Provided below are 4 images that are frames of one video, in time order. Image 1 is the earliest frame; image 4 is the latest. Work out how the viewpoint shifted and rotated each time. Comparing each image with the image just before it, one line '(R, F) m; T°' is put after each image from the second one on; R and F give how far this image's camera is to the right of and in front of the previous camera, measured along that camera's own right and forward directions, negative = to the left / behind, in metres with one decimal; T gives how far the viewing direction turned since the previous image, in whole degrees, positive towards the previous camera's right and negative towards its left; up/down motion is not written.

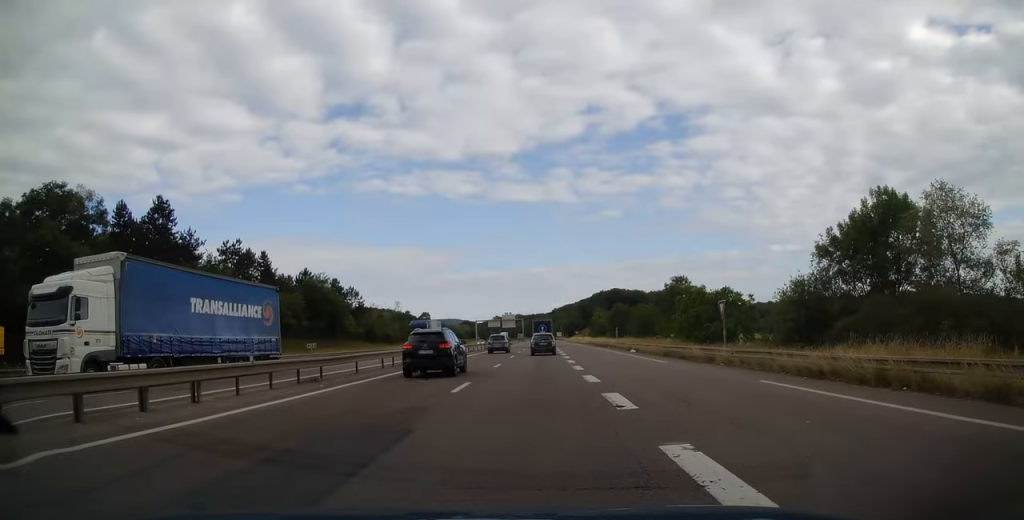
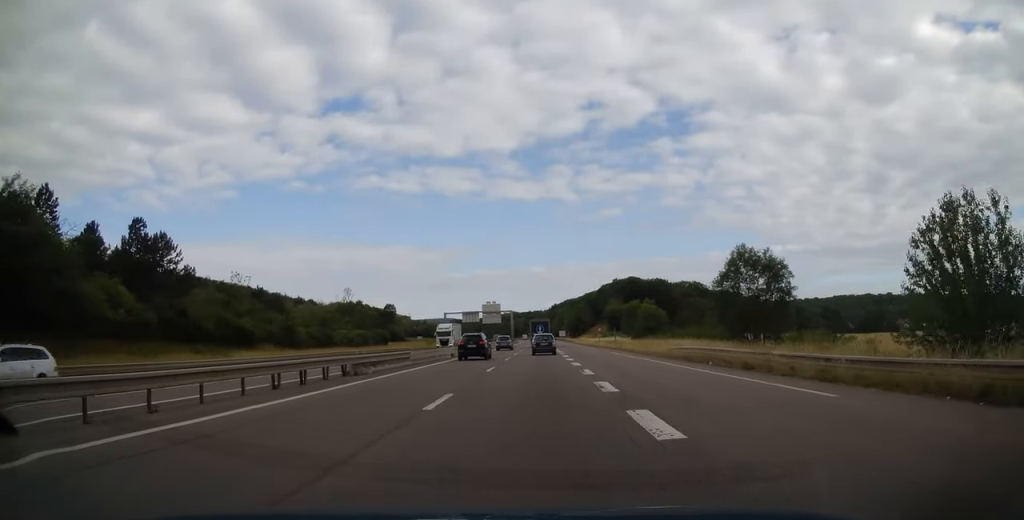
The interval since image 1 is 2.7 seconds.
(-0.2, +68.2) m; 0°
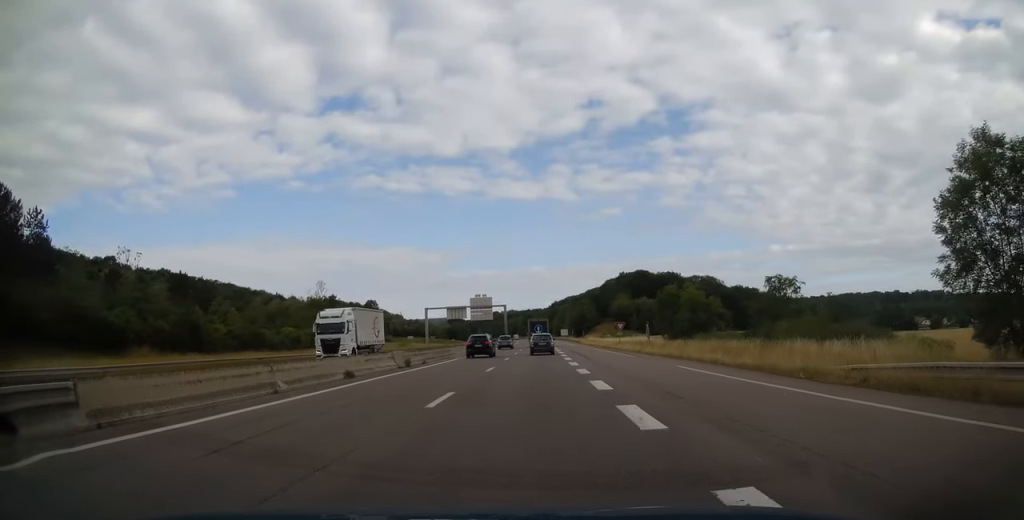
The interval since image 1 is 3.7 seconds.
(+0.1, +25.1) m; 0°
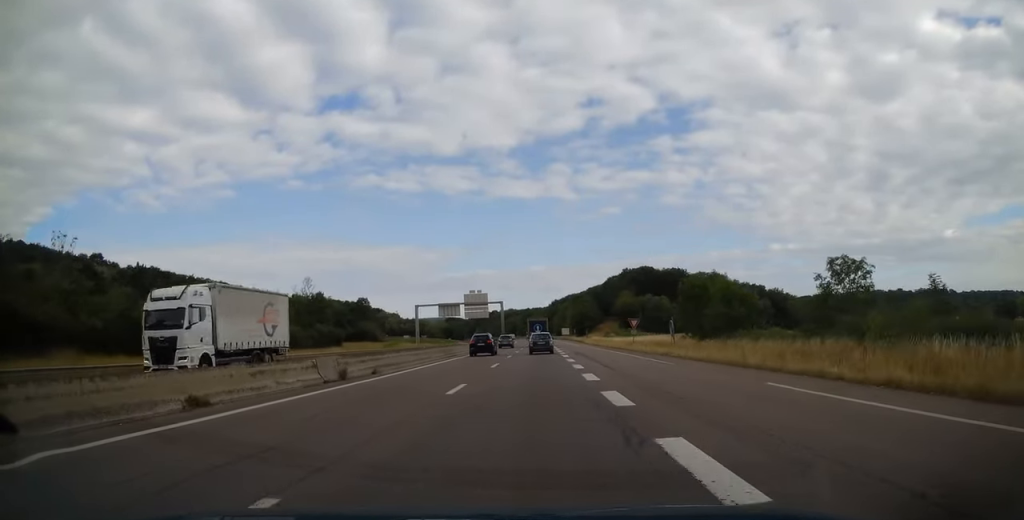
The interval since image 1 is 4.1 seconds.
(-0.1, +10.2) m; 0°
